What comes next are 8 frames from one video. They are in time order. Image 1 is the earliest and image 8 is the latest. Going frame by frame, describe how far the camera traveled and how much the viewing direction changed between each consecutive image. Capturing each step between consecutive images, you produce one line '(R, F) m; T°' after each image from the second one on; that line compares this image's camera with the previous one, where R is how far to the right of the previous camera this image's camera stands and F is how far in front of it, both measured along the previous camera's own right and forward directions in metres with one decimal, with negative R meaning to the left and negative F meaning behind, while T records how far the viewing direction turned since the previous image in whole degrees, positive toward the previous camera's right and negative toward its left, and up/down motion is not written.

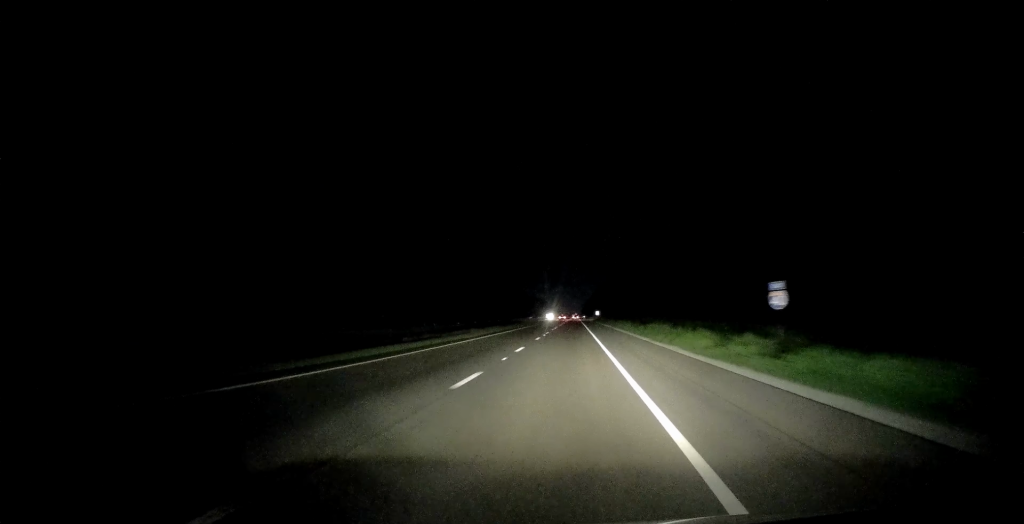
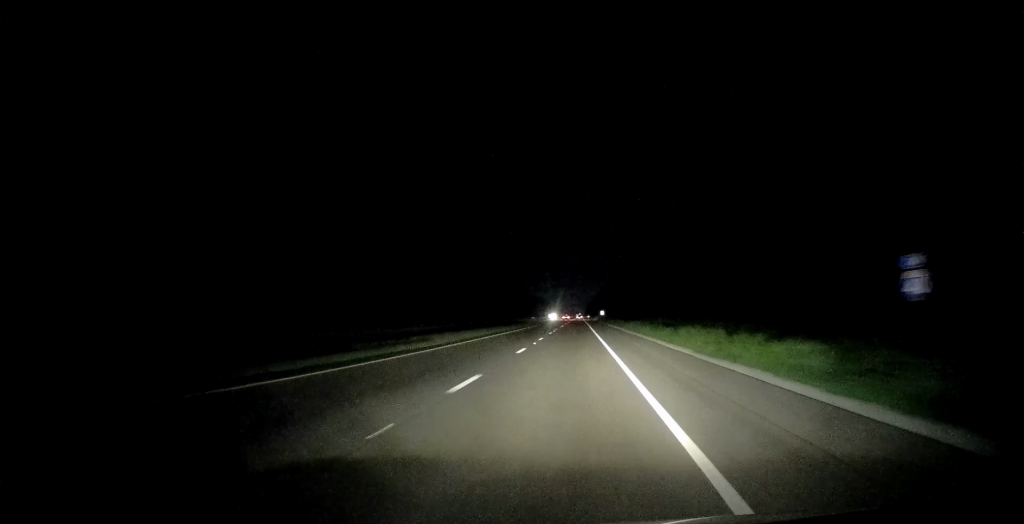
(+0.1, +13.0) m; 0°
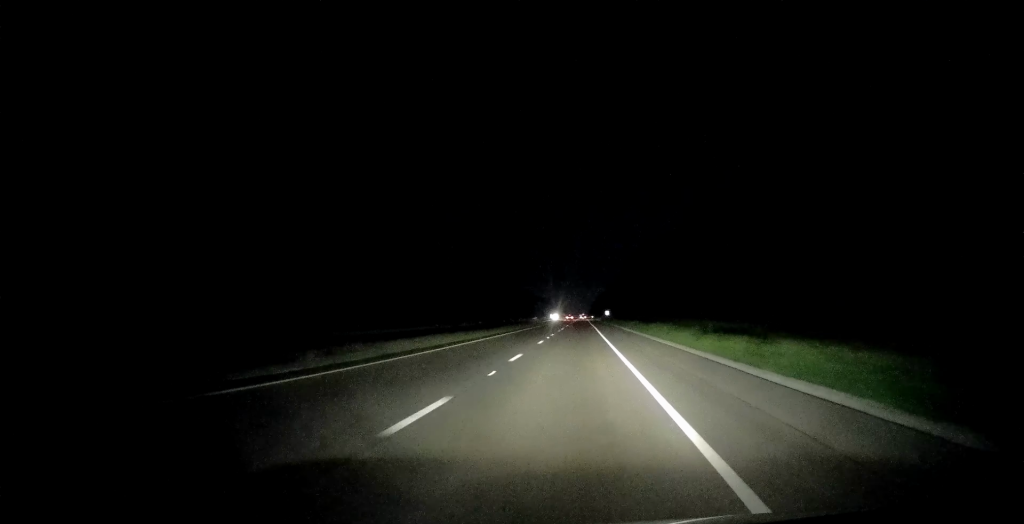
(0.0, +16.2) m; 0°
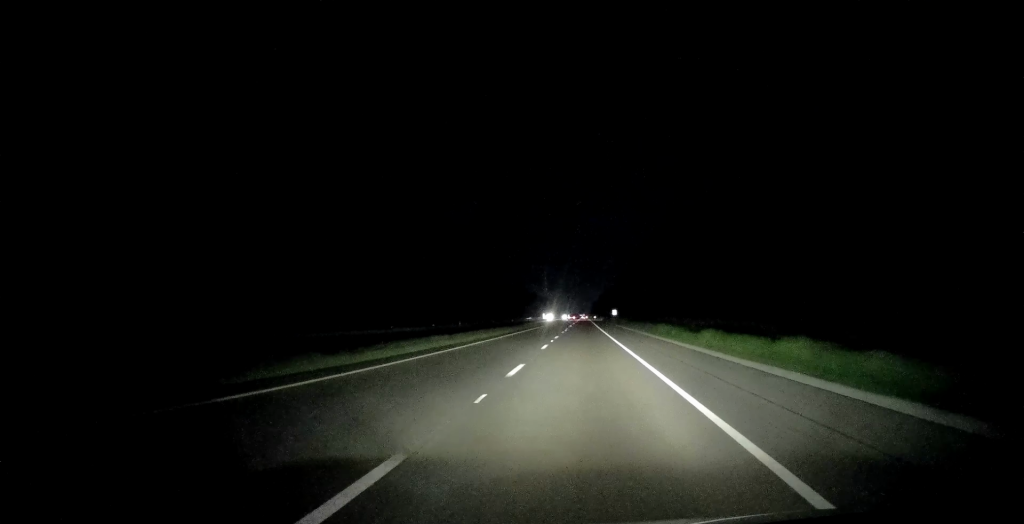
(-0.7, +53.0) m; -1°
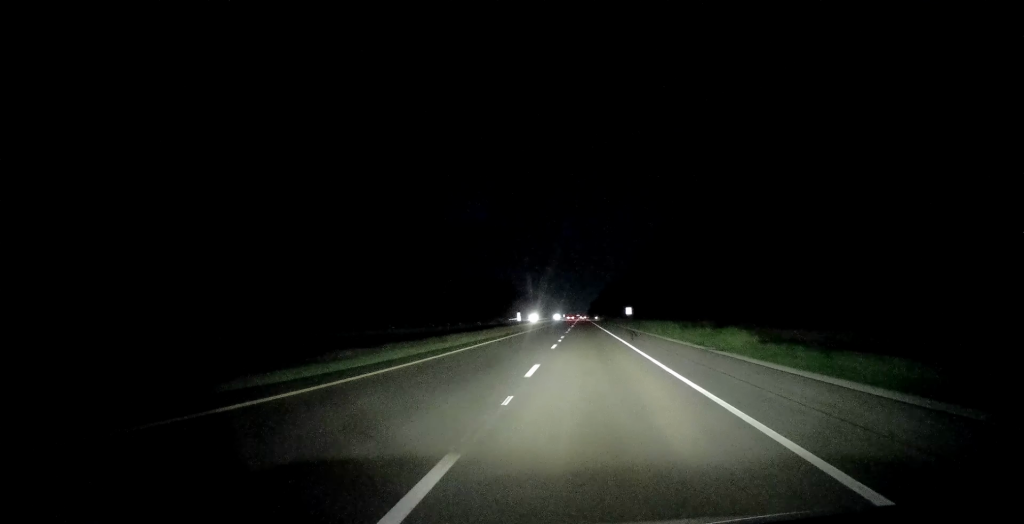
(+0.3, +73.5) m; +1°
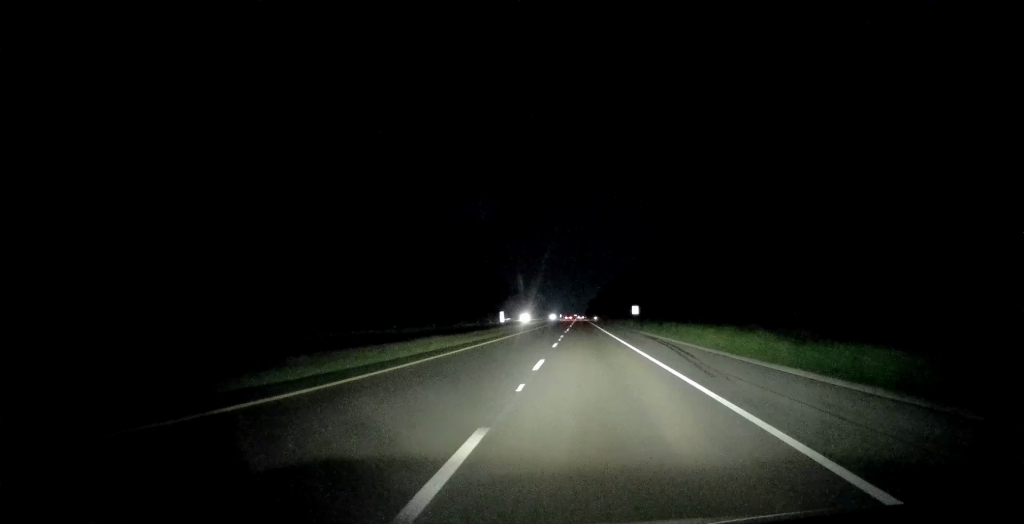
(-0.1, +22.7) m; 0°
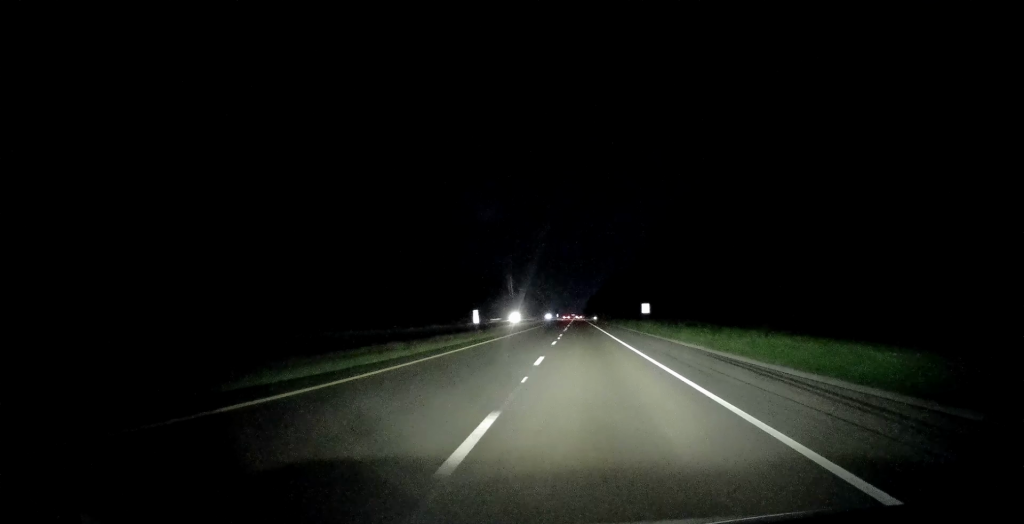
(+0.1, +22.7) m; 0°
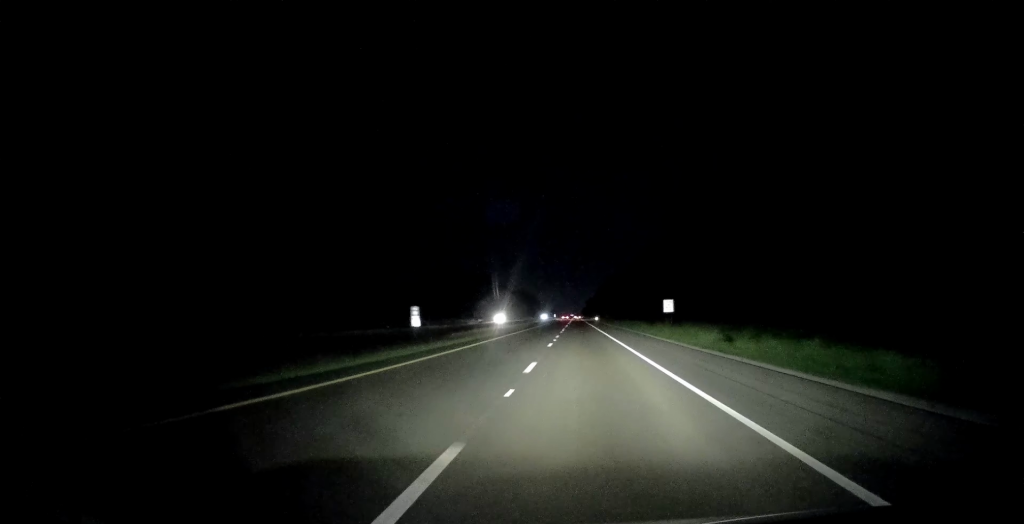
(+0.1, +26.9) m; 0°
